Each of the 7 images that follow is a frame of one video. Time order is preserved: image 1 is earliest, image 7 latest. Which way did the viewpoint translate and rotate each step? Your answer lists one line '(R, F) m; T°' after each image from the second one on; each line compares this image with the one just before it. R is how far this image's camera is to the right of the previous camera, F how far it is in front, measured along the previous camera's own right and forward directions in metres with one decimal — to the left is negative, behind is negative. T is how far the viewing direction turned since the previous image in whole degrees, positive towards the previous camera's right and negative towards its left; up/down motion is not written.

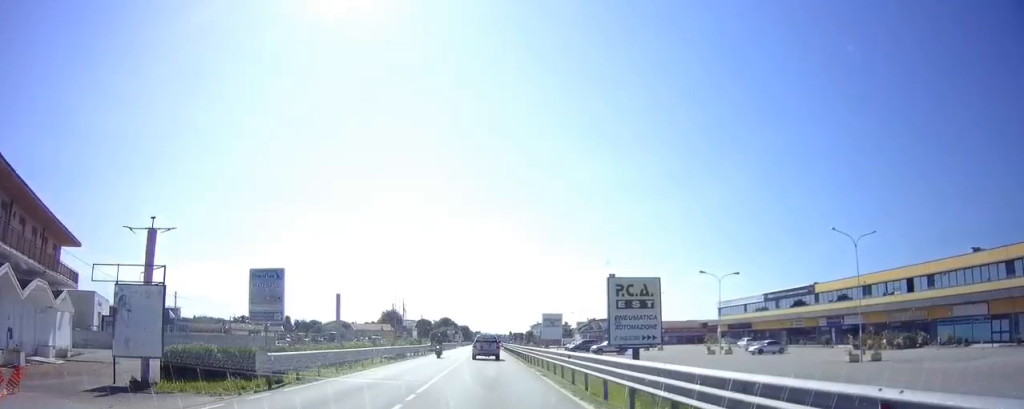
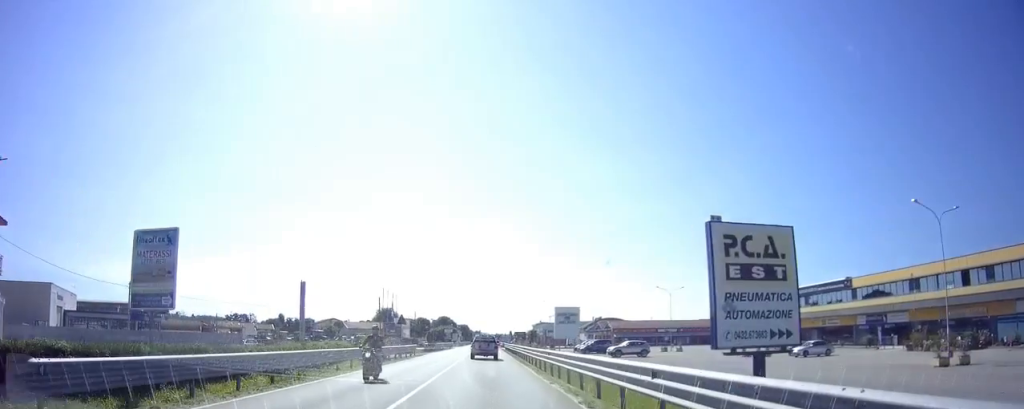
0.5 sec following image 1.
(-0.2, +8.5) m; 0°
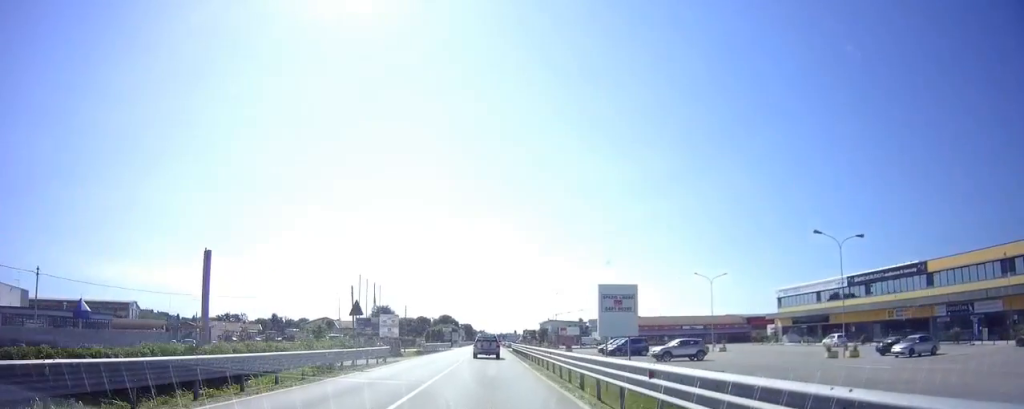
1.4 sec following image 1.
(+0.2, +14.1) m; +1°
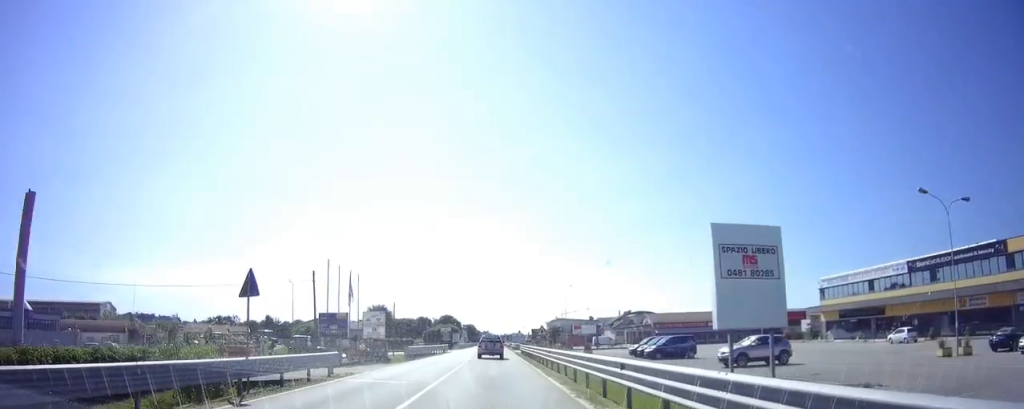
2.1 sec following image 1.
(0.0, +11.0) m; +1°
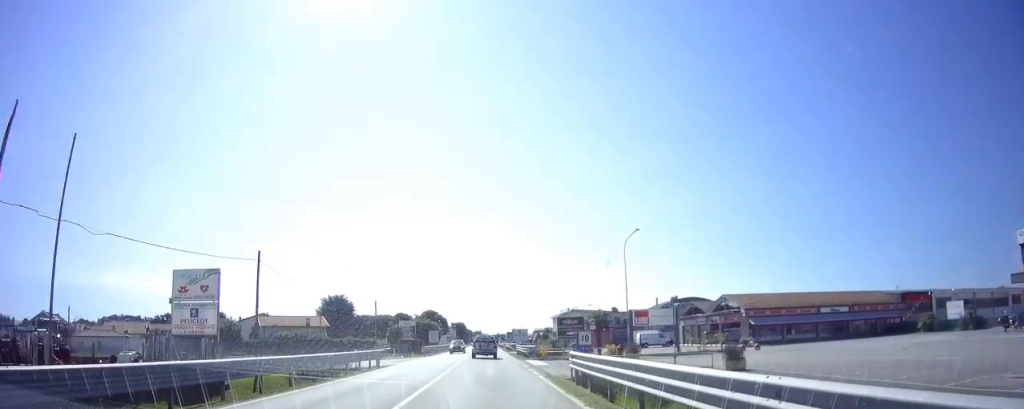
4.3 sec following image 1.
(+0.4, +38.0) m; 0°
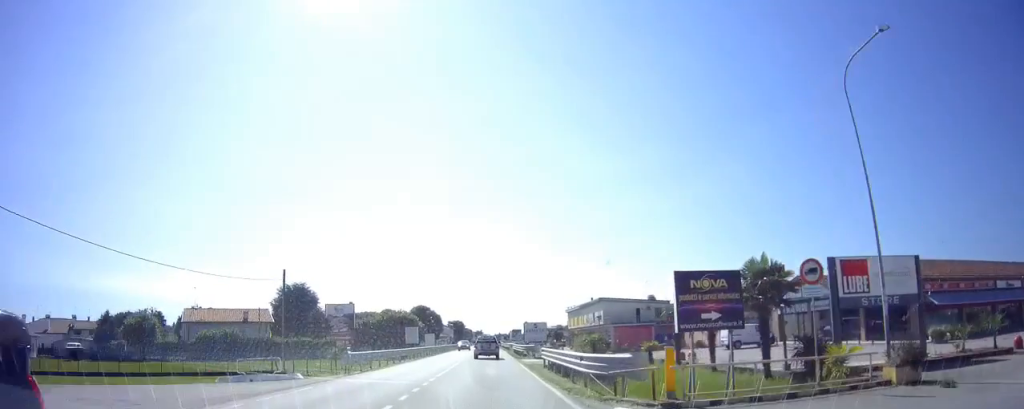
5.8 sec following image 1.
(-0.4, +26.6) m; 0°
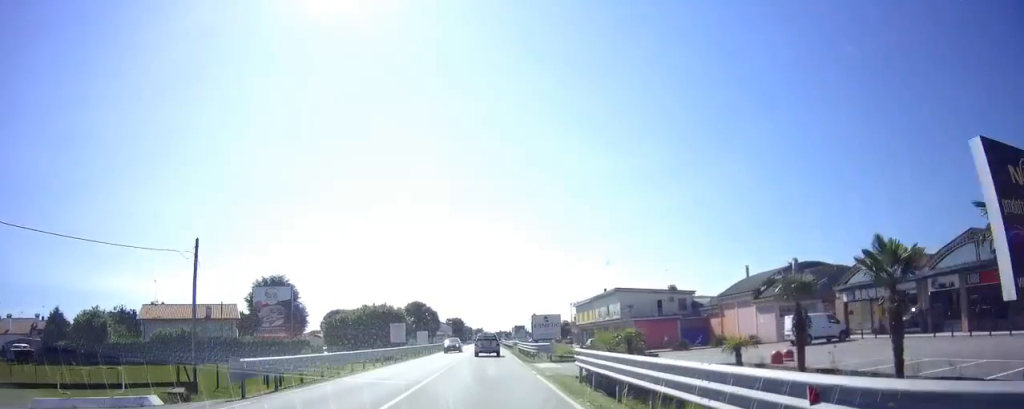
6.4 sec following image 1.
(+0.1, +10.5) m; +1°
